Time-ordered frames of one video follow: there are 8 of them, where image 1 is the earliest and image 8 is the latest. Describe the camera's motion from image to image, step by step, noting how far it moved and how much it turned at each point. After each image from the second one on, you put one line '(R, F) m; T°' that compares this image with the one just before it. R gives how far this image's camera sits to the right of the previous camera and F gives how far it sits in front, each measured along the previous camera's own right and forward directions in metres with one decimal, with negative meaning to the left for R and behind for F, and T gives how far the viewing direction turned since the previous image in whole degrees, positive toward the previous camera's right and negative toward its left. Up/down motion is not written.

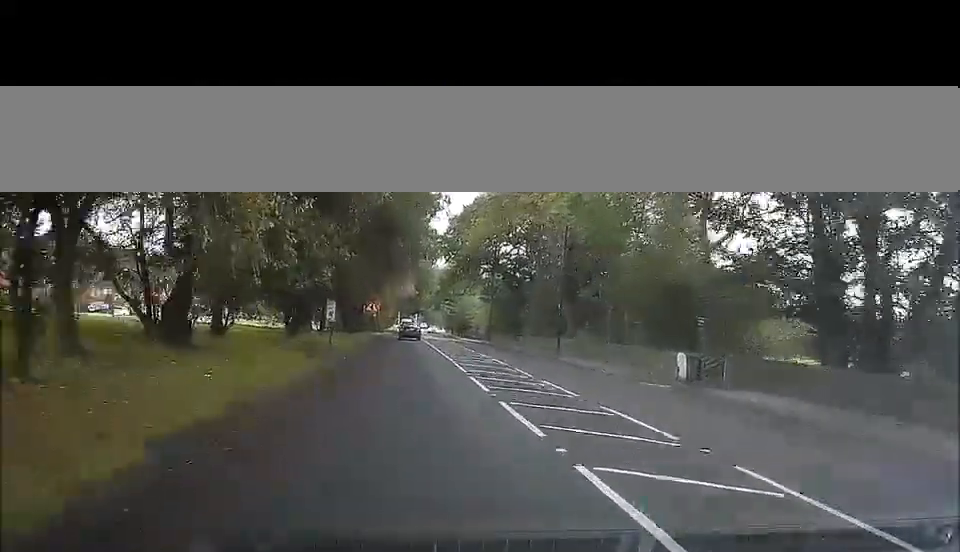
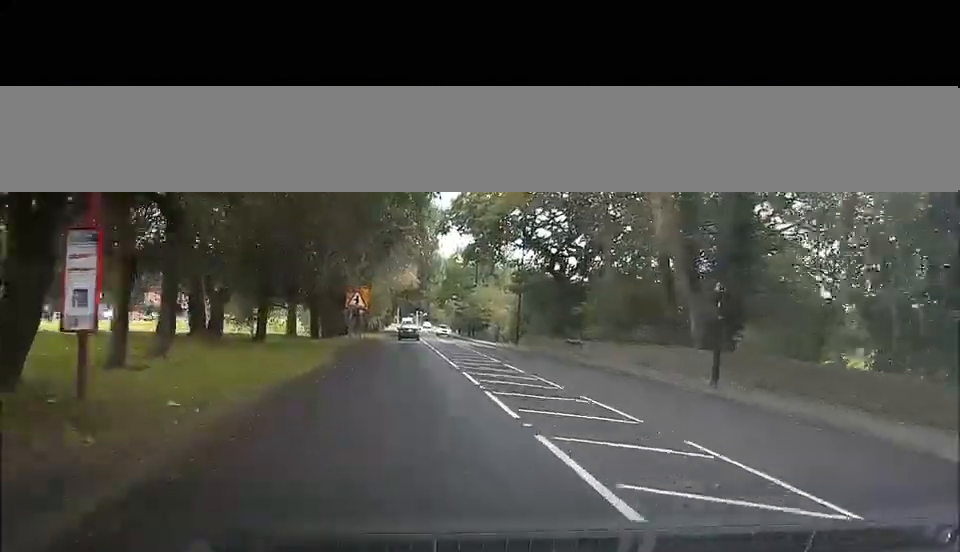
(0.0, +22.2) m; 0°
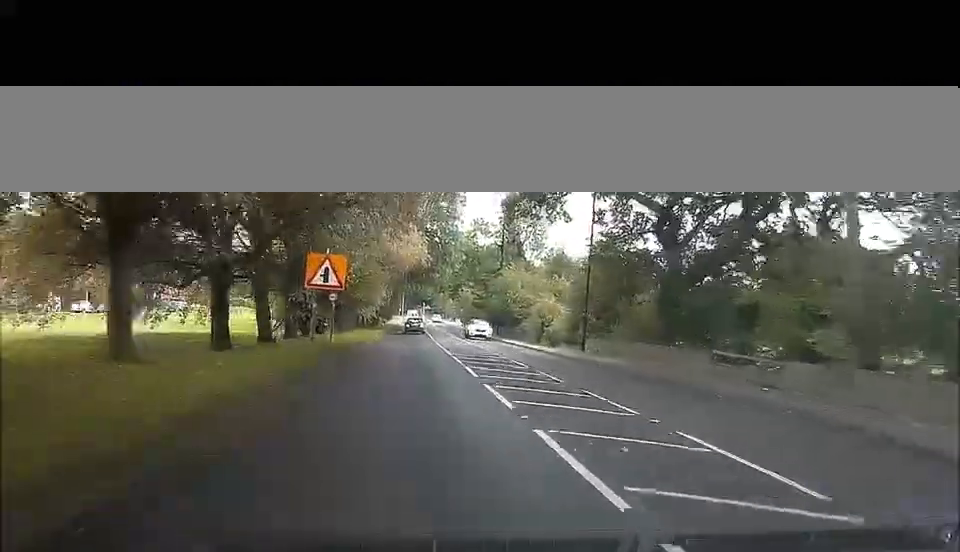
(-0.1, +24.0) m; 0°
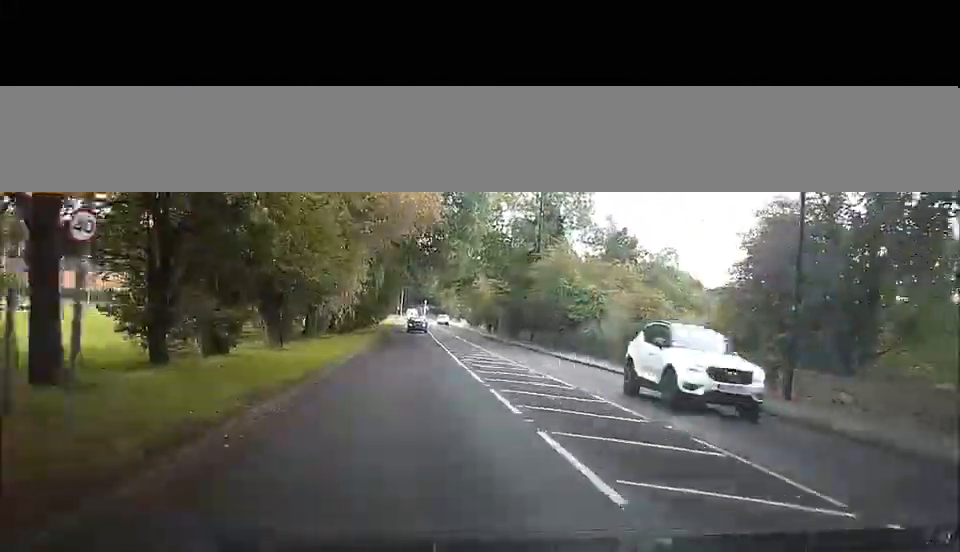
(+0.1, +24.5) m; 0°
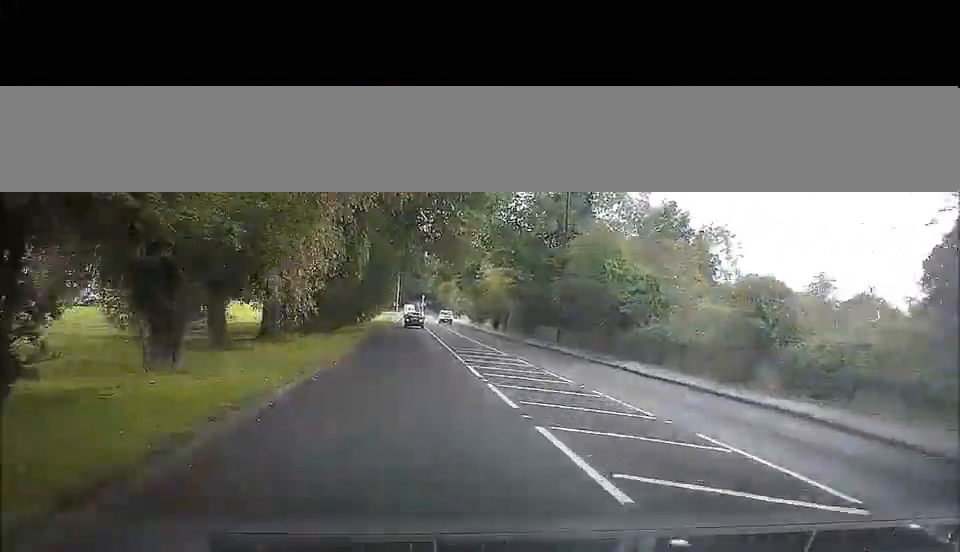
(-0.1, +12.3) m; 0°
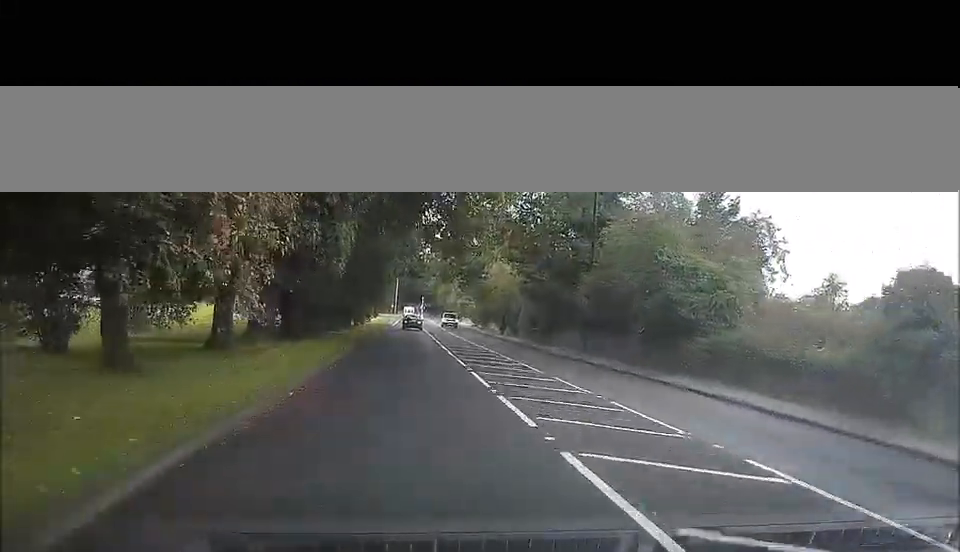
(-0.1, +7.9) m; 0°
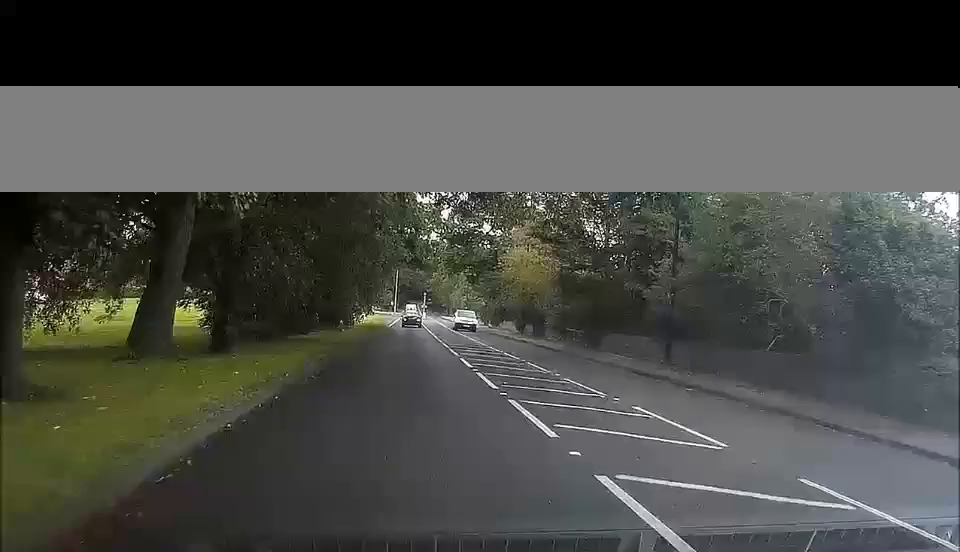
(+0.1, +13.6) m; 0°
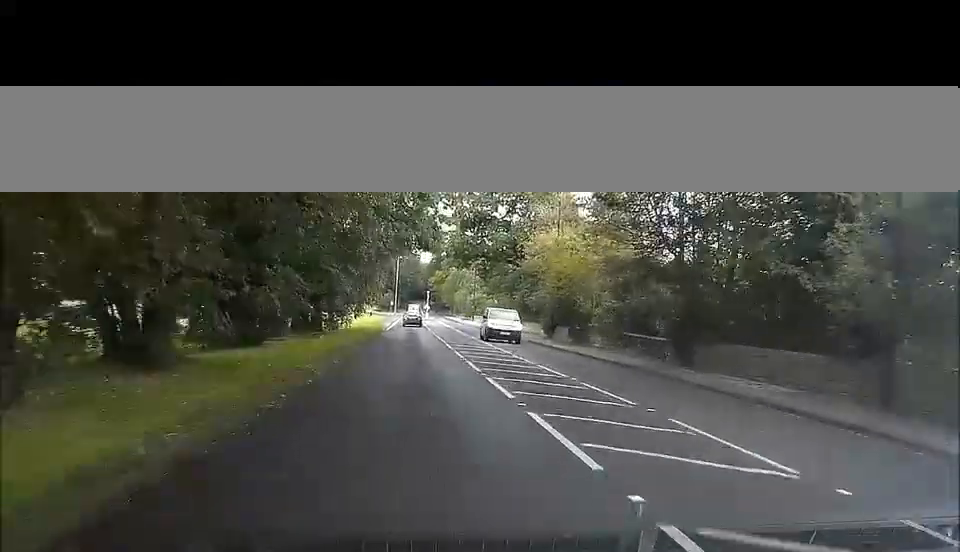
(-0.1, +14.2) m; 0°
